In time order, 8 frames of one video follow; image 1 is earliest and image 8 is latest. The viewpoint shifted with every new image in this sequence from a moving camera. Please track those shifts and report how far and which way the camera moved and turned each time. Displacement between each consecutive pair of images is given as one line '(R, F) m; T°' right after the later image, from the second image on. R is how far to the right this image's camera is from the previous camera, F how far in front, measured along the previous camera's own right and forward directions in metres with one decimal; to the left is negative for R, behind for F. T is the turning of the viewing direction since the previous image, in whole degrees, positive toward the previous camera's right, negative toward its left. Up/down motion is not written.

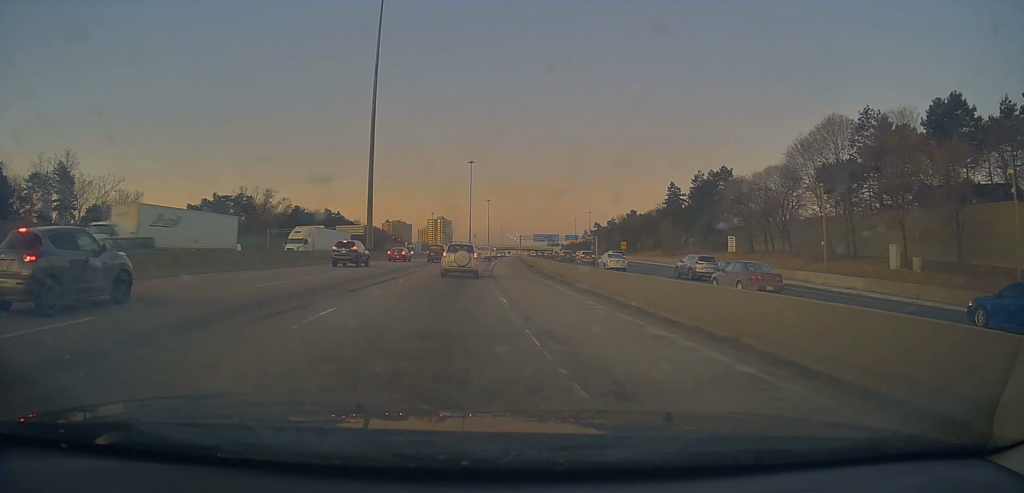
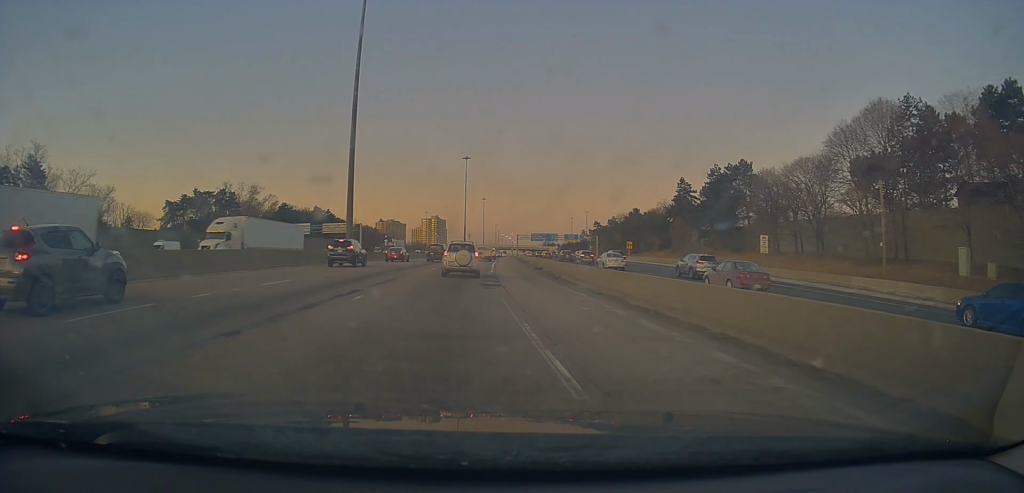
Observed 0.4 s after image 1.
(+0.1, +8.9) m; +1°
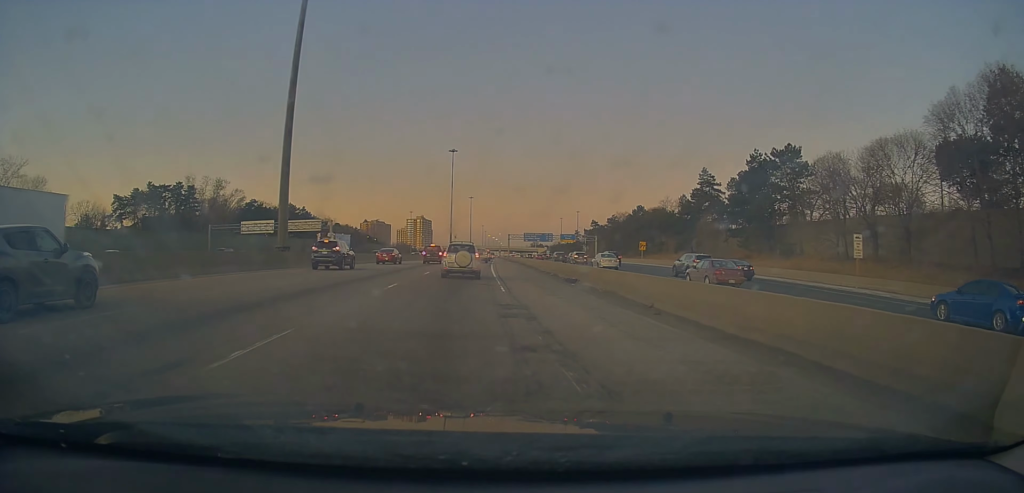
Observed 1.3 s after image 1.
(+0.2, +17.7) m; +1°
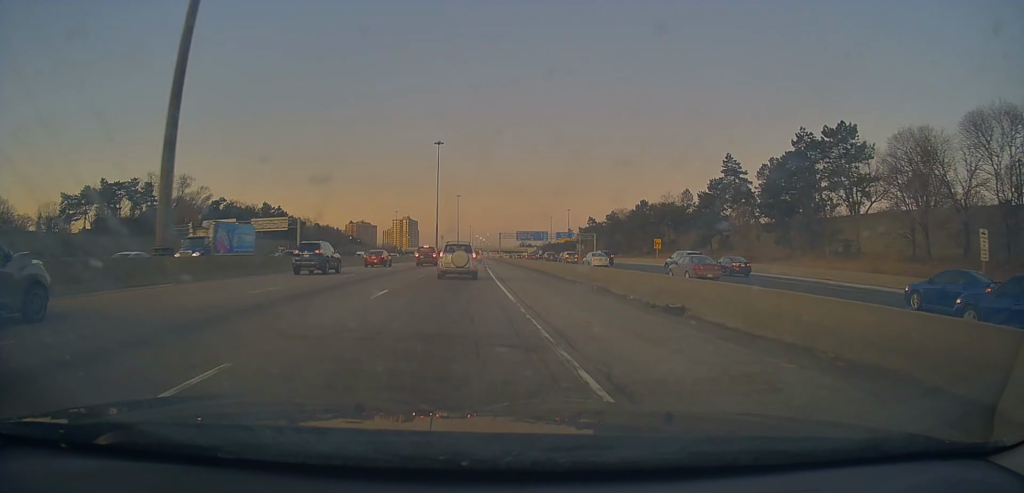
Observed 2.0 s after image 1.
(+0.2, +14.9) m; +1°
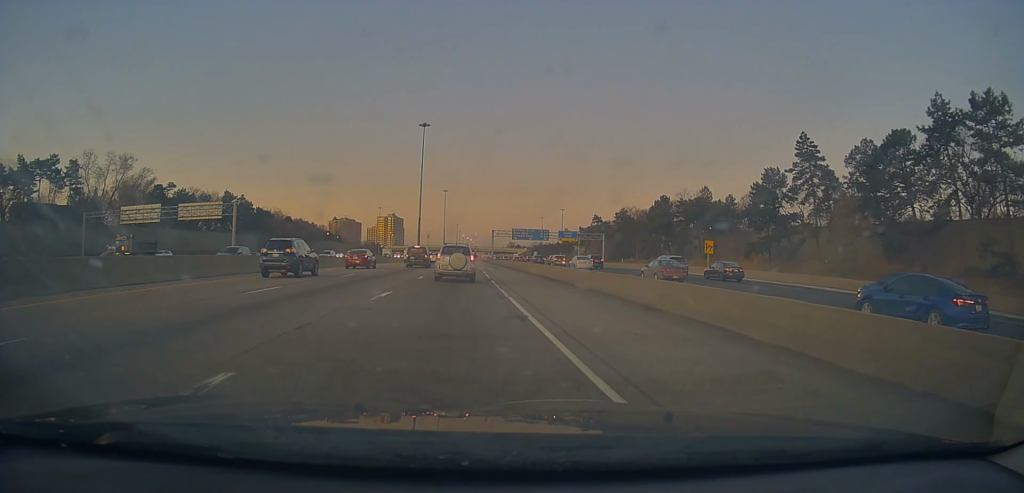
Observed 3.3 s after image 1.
(+0.1, +24.6) m; +1°
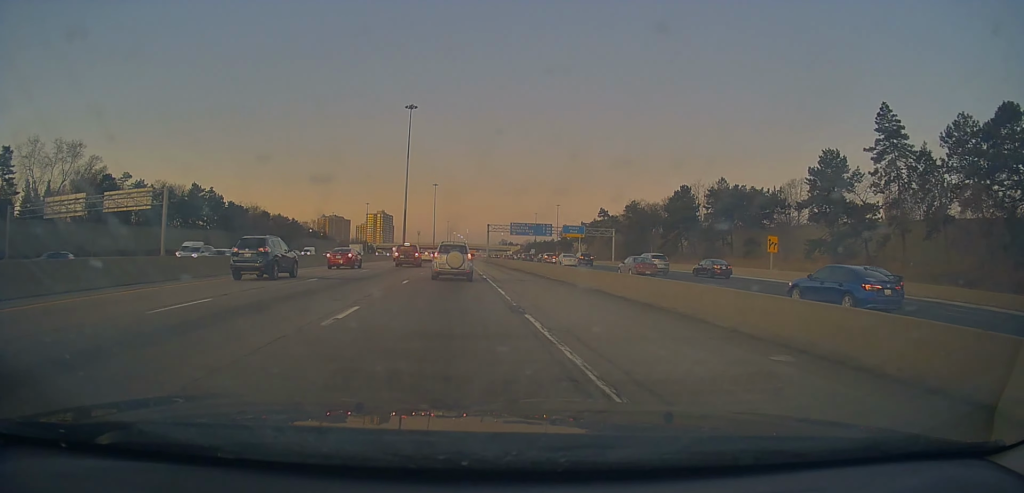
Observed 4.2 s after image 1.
(+0.2, +17.6) m; +2°
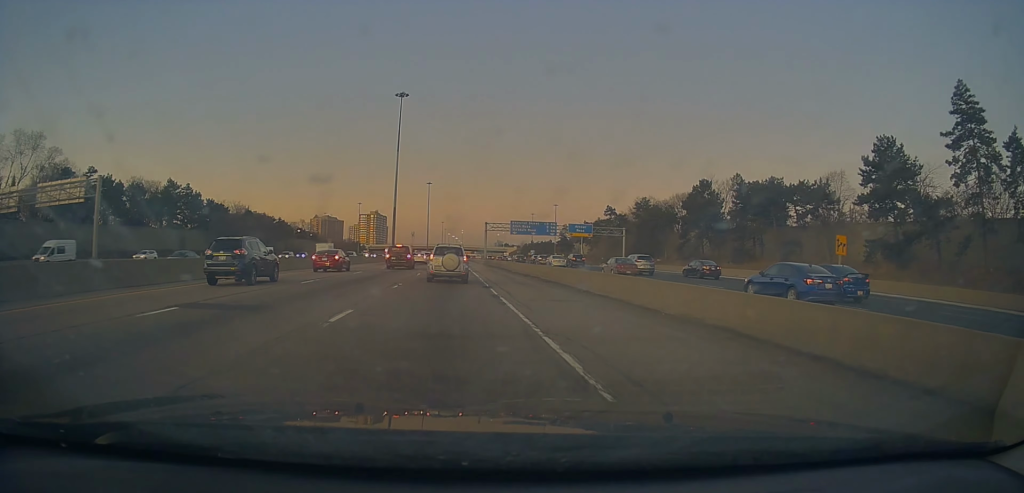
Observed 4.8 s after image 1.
(+0.4, +12.1) m; +1°
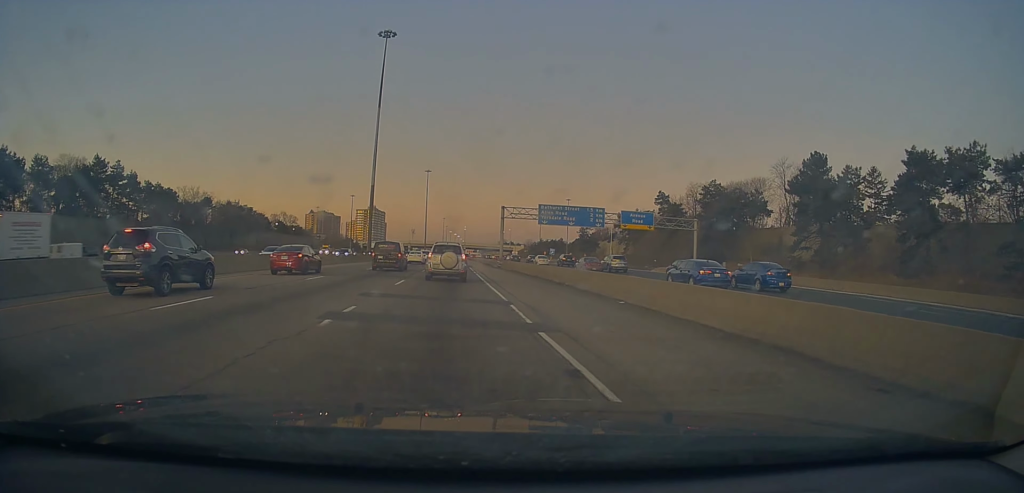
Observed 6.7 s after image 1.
(+0.3, +34.7) m; +1°
